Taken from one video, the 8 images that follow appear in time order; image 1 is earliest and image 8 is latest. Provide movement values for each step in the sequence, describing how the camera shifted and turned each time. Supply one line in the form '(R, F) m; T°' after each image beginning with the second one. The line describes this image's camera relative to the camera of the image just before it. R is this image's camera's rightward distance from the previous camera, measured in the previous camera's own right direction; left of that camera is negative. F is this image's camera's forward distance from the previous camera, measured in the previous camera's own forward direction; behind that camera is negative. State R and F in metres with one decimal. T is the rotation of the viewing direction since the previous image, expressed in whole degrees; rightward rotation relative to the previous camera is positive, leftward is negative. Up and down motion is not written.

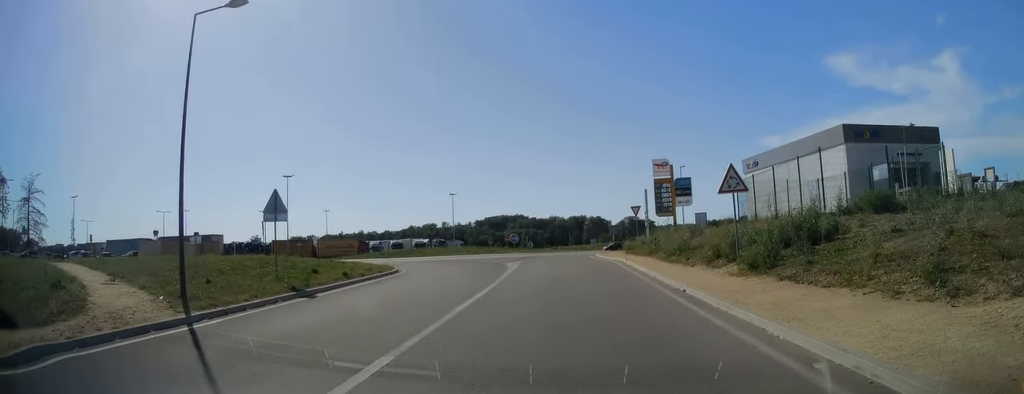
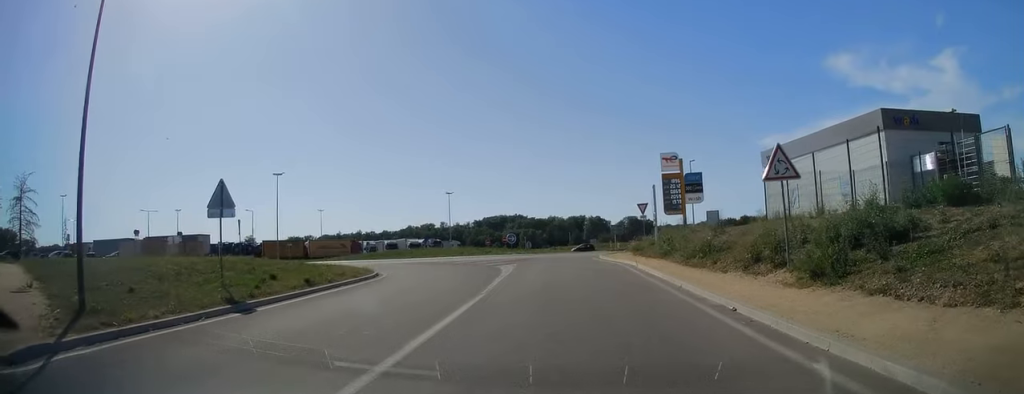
(-0.3, +3.8) m; 0°
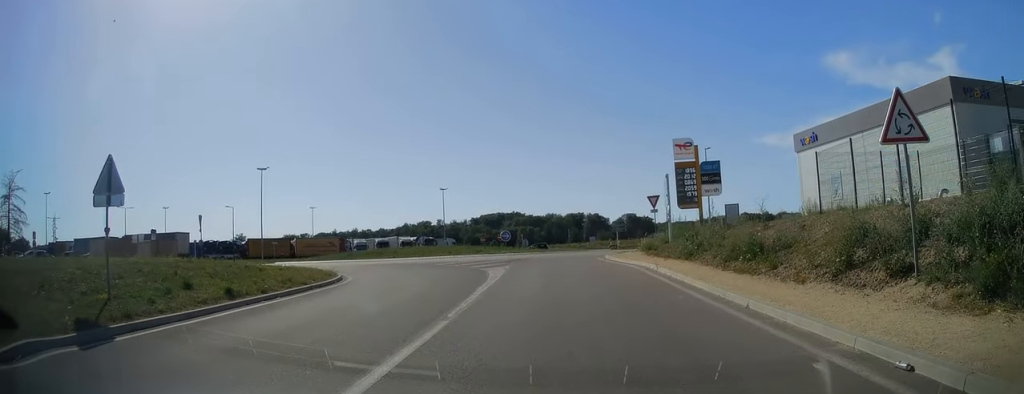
(+0.4, +5.3) m; +1°
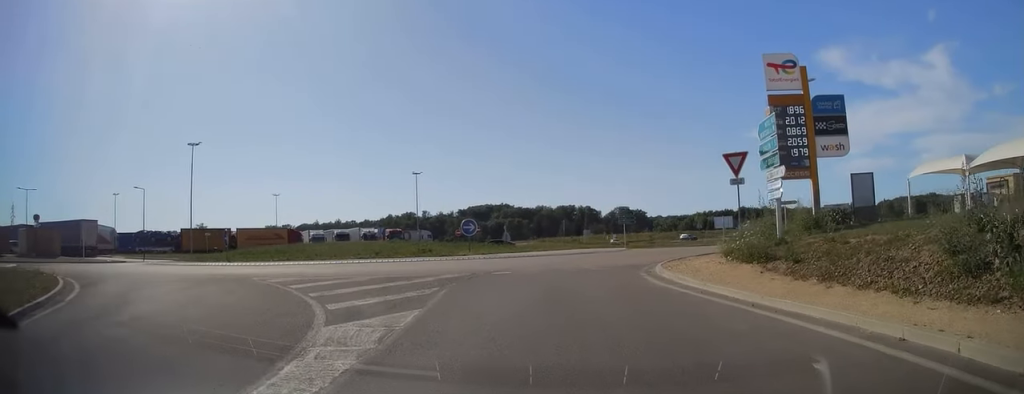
(+0.2, +18.1) m; +3°
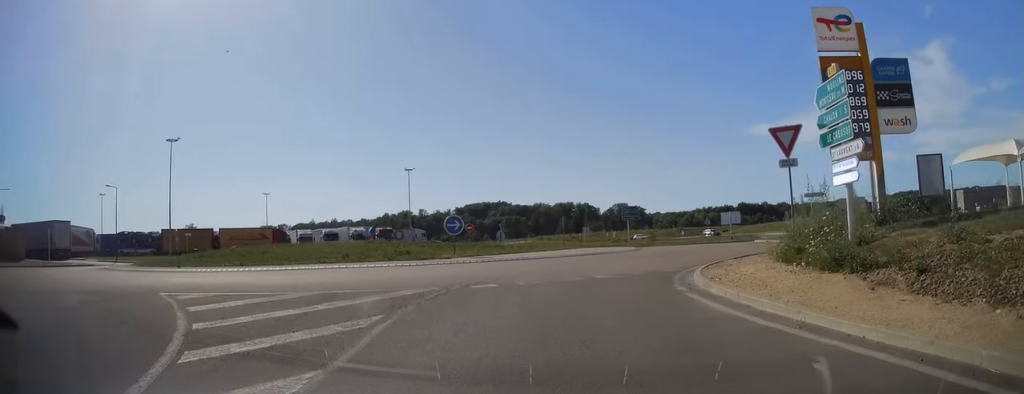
(0.0, +4.5) m; -1°
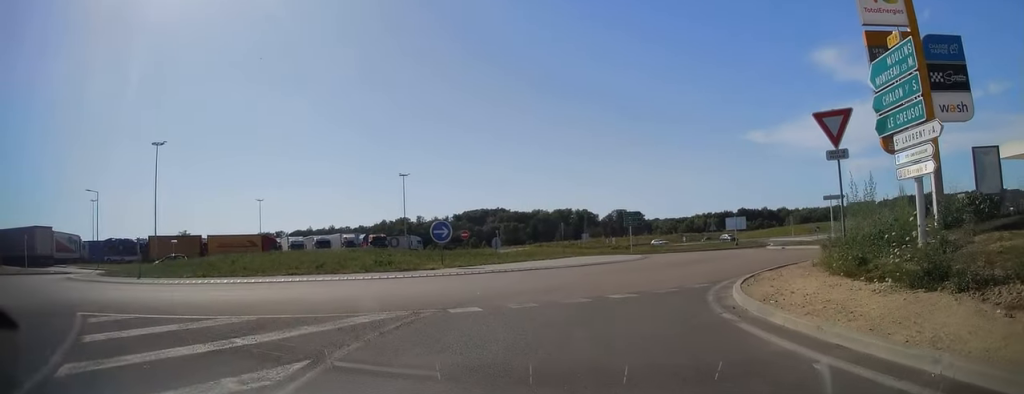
(0.0, +3.2) m; +1°
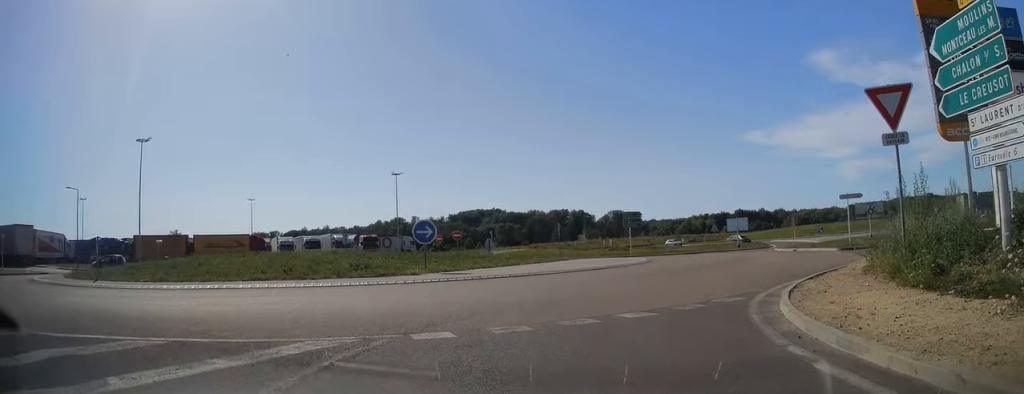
(-0.2, +2.8) m; +2°
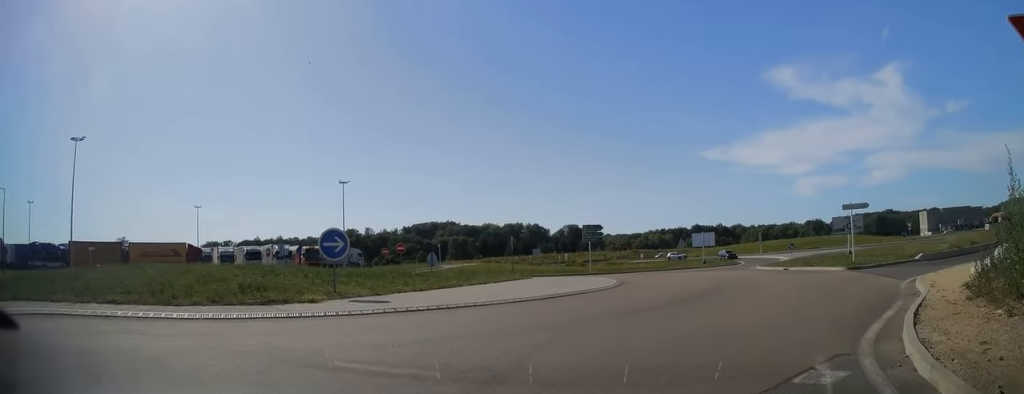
(+0.5, +6.1) m; +9°
